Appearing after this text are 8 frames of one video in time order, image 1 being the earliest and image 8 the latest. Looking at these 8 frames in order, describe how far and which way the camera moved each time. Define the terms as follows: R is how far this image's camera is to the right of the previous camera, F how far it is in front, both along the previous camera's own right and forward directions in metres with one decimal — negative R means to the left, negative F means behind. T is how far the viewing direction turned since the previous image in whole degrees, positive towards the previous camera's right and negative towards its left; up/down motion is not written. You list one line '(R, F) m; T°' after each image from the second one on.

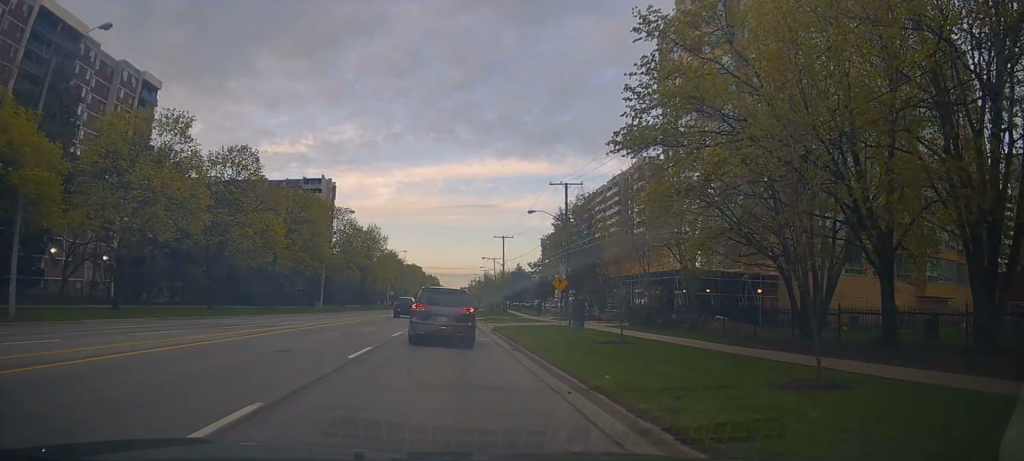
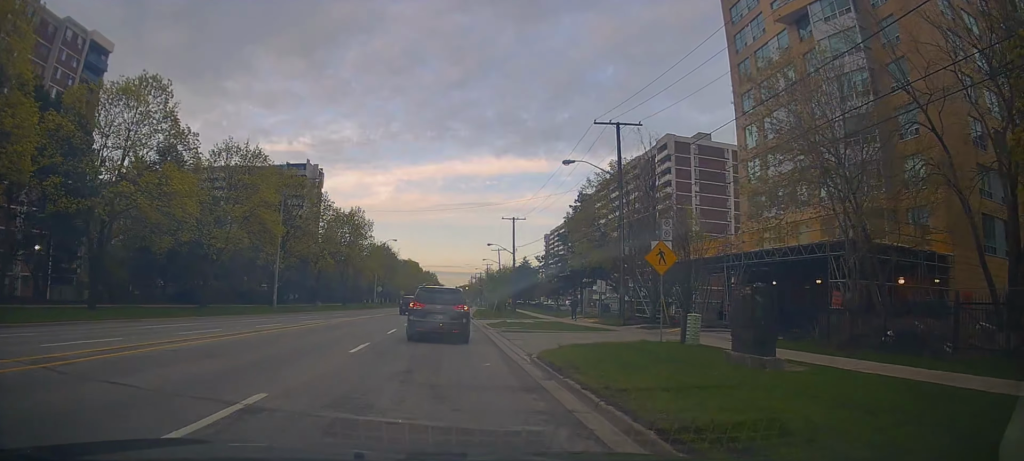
(+0.2, +17.0) m; +1°
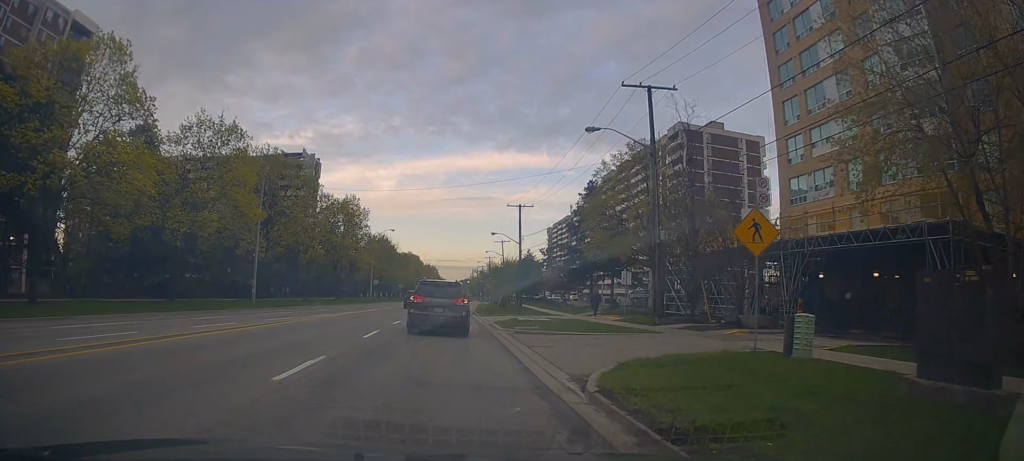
(-0.4, +5.7) m; +1°
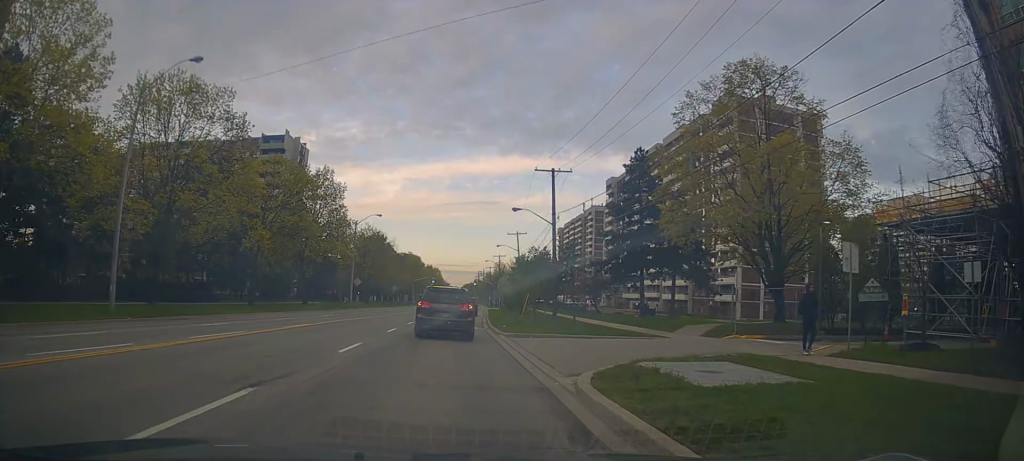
(+0.9, +20.0) m; -1°
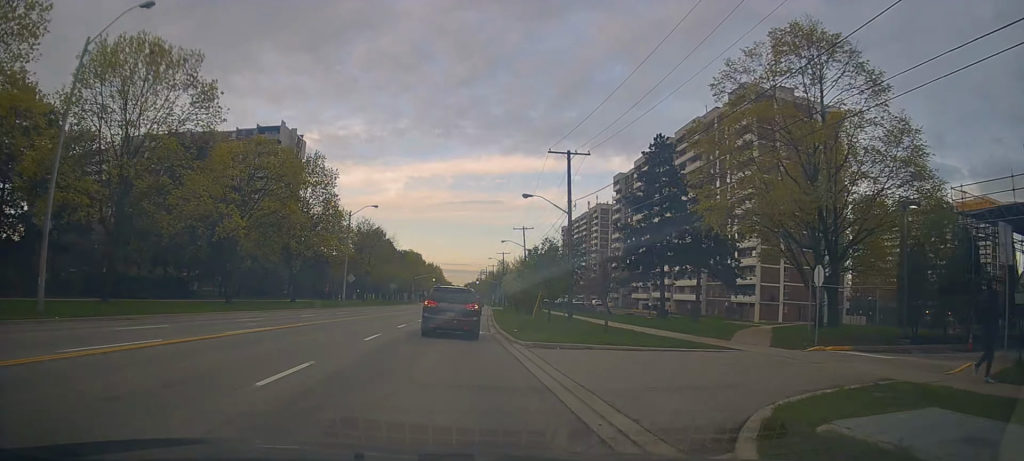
(-0.1, +5.3) m; -2°
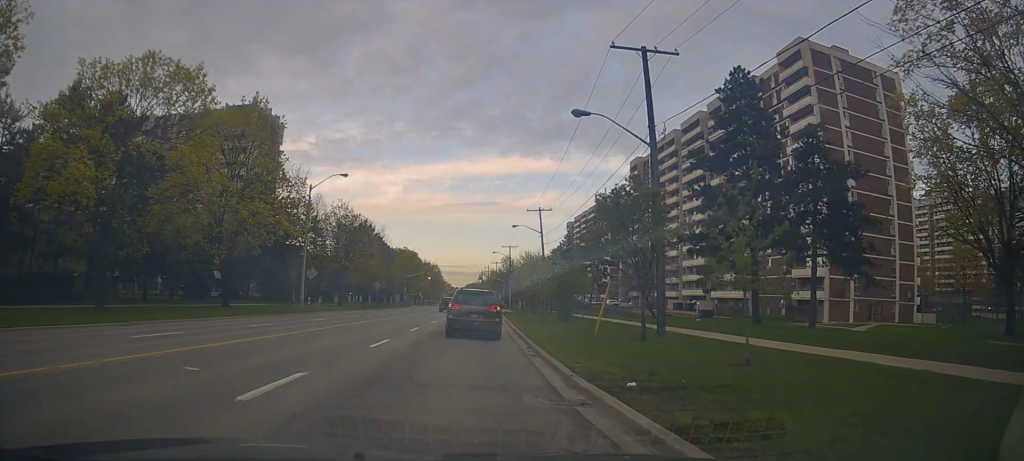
(0.0, +17.6) m; +1°
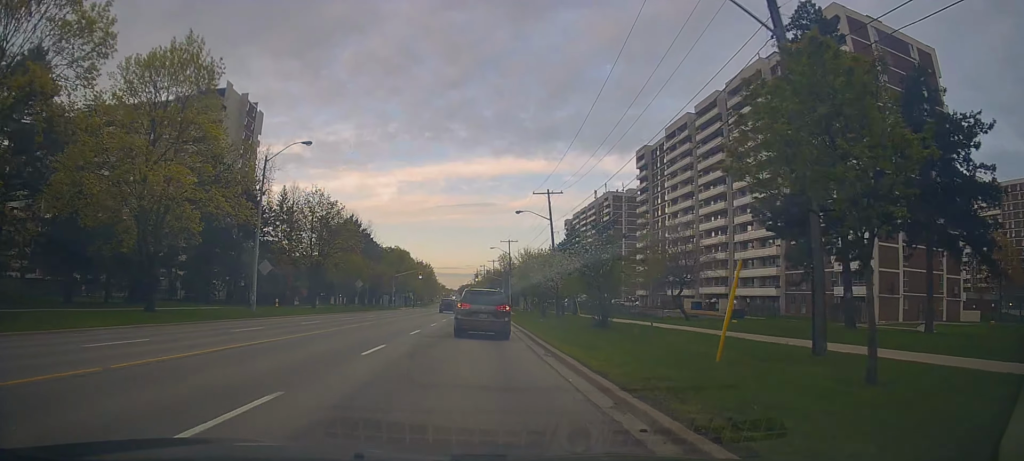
(+0.2, +10.2) m; +1°
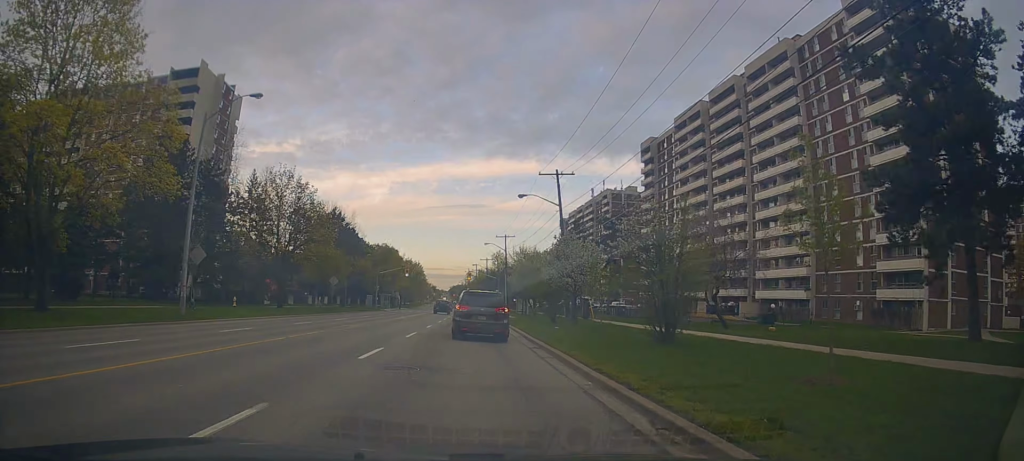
(0.0, +8.9) m; +1°
